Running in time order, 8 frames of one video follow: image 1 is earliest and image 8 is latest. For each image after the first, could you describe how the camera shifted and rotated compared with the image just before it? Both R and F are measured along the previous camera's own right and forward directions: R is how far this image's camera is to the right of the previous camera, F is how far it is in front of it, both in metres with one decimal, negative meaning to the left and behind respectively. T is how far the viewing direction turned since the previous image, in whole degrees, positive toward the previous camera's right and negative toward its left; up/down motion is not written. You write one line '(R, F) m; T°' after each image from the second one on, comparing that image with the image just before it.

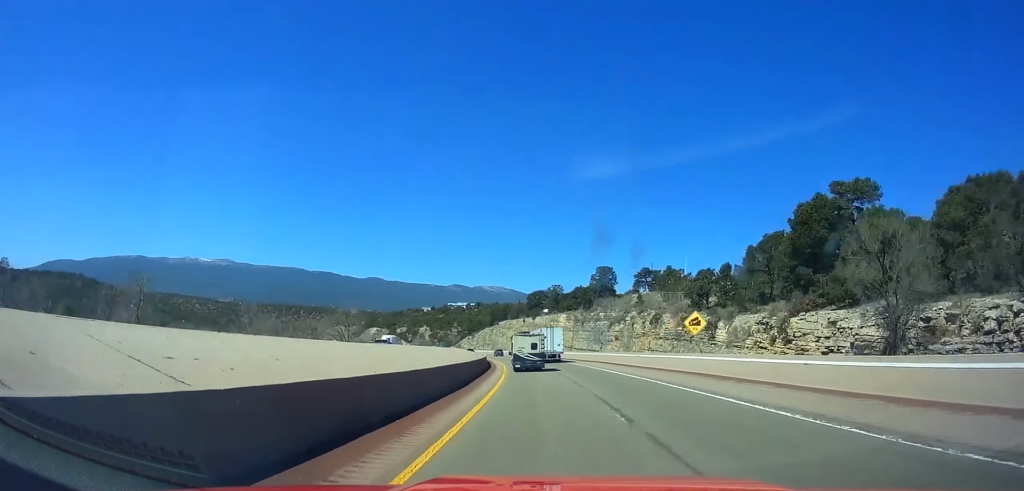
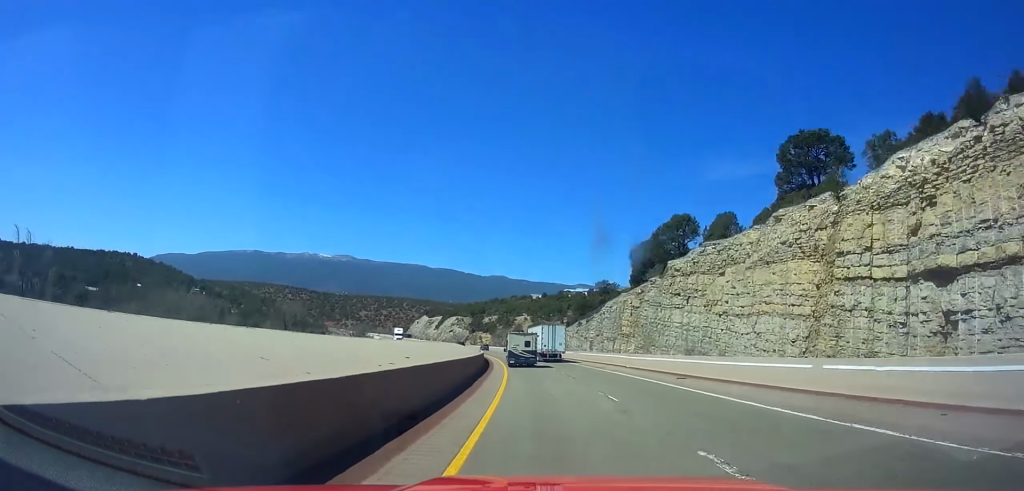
(-9.3, +137.9) m; -10°
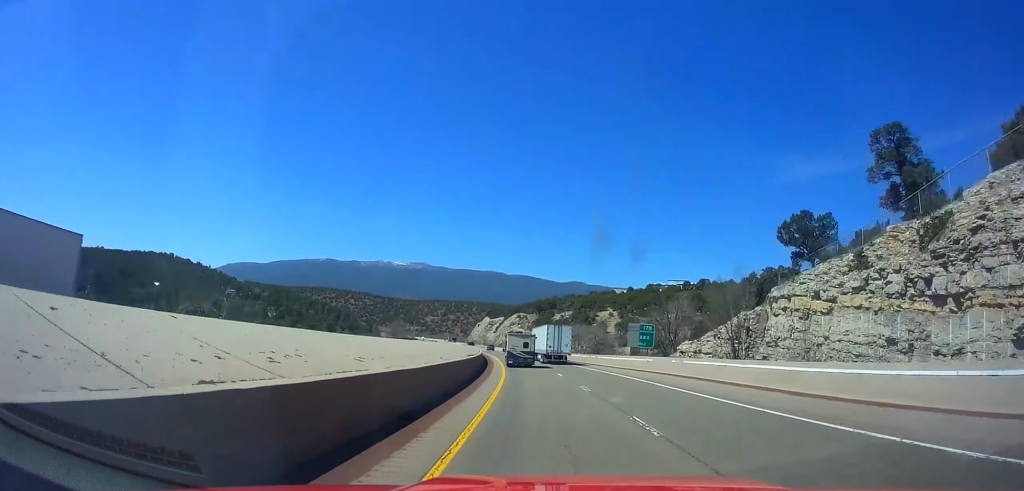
(-5.3, +78.3) m; -7°
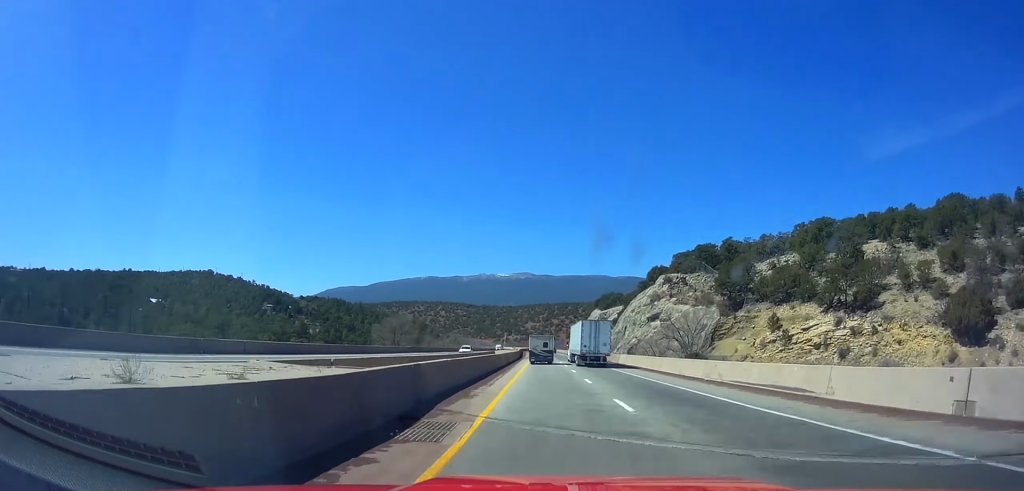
(-12.0, +127.9) m; -10°
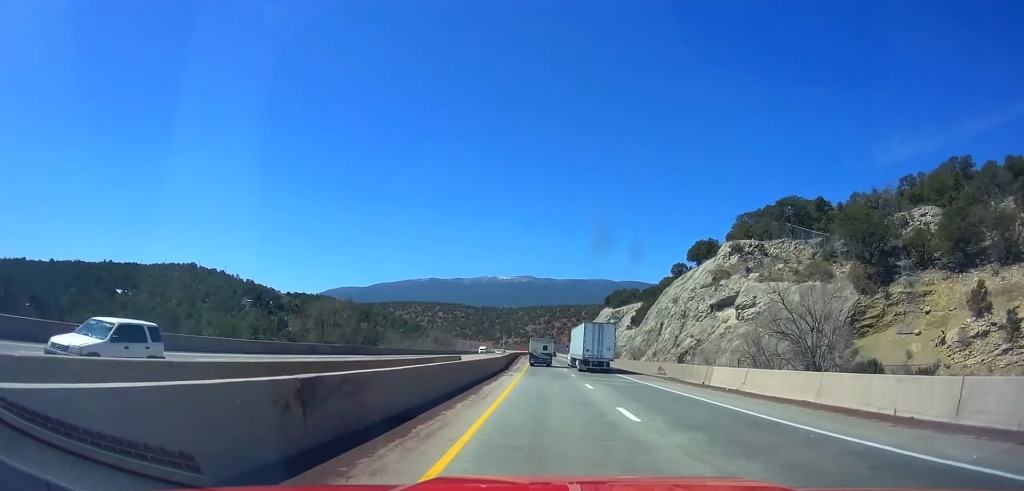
(-1.5, +37.5) m; -1°
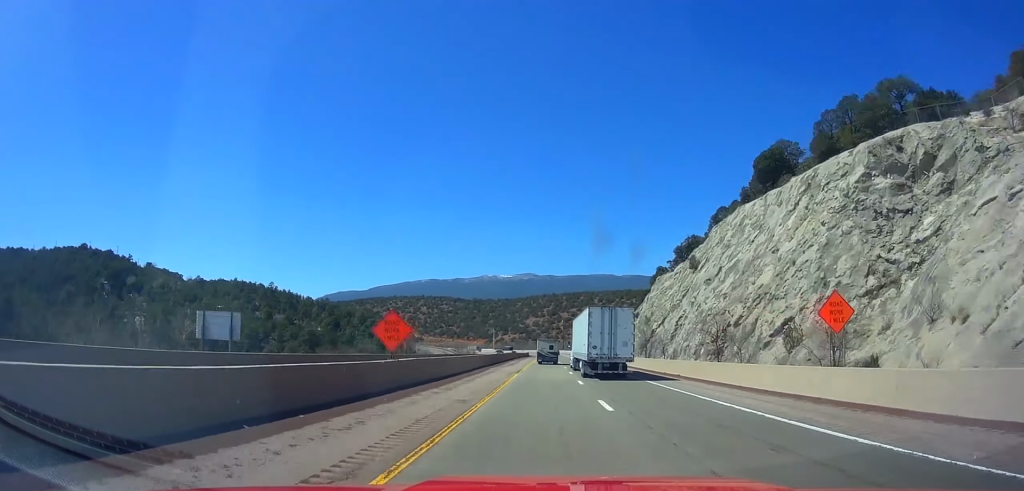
(-5.8, +165.8) m; -2°
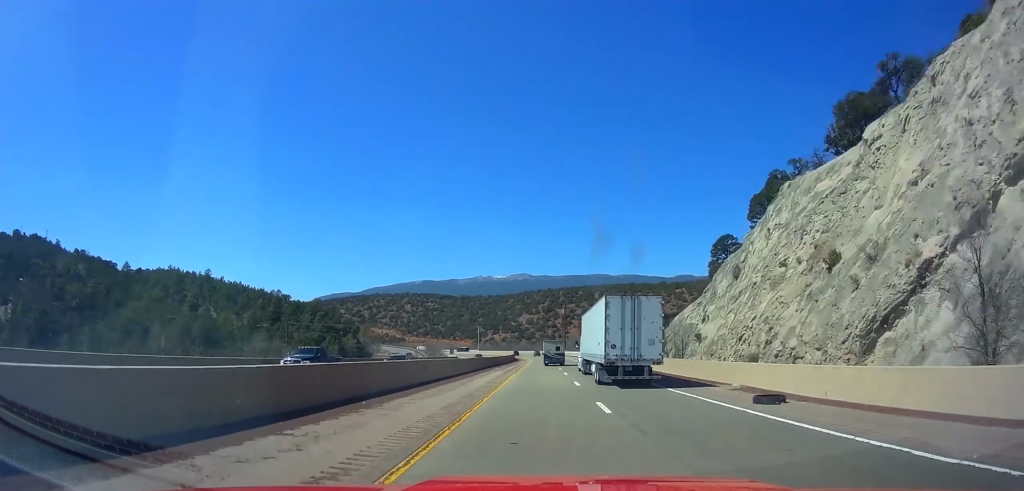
(+0.6, +73.0) m; 0°
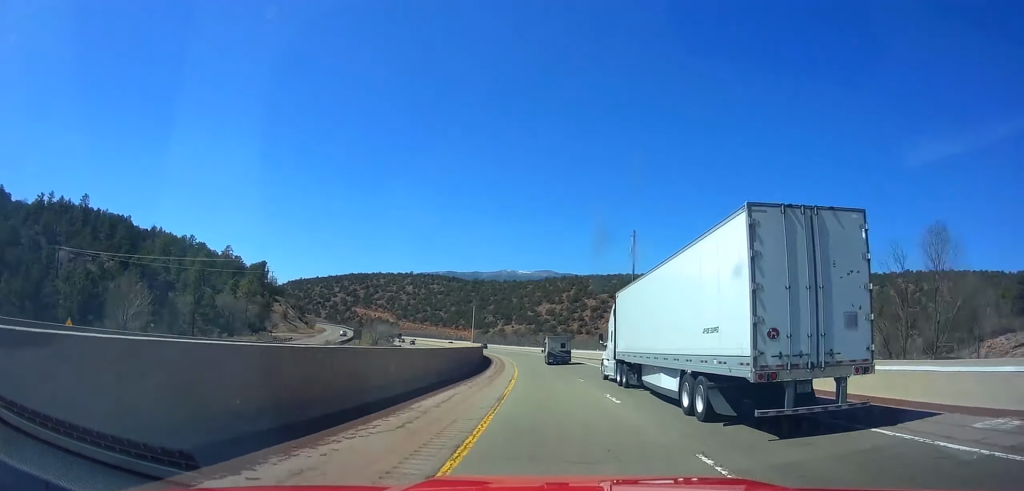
(-1.0, +115.7) m; -2°
